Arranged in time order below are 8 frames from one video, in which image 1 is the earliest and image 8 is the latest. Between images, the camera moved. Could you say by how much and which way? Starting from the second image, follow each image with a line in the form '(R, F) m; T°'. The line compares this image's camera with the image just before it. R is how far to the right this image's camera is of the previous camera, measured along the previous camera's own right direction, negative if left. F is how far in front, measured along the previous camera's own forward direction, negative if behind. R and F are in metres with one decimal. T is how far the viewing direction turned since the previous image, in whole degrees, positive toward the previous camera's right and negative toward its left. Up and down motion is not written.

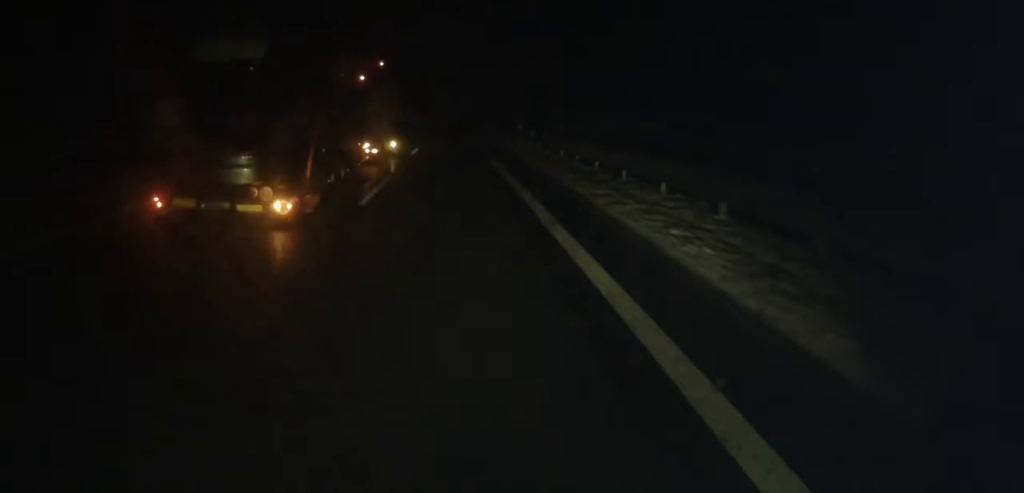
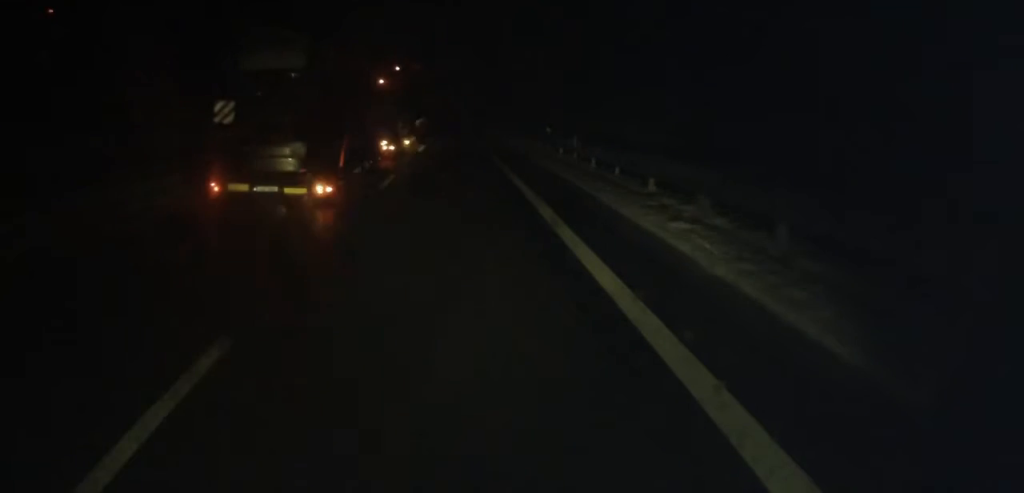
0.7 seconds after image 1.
(-0.1, +14.3) m; -1°
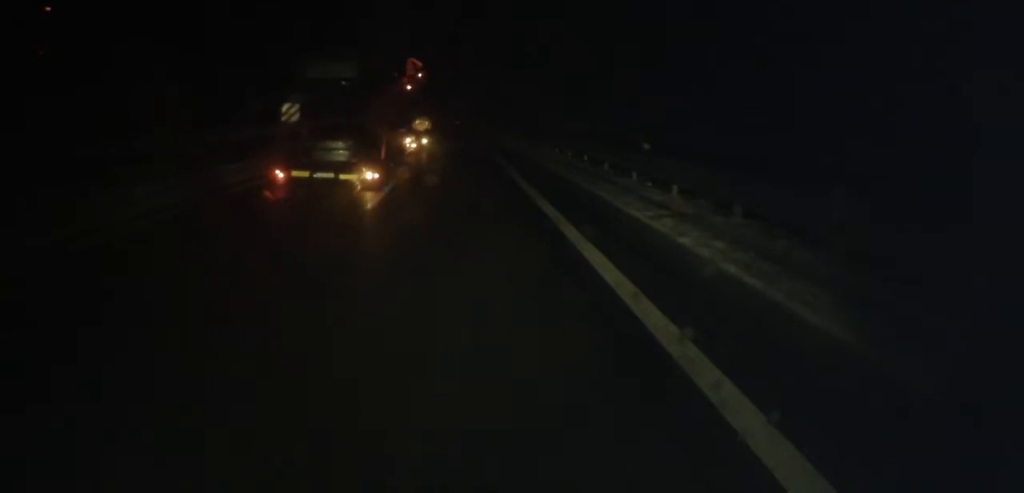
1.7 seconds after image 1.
(-0.3, +21.2) m; -1°
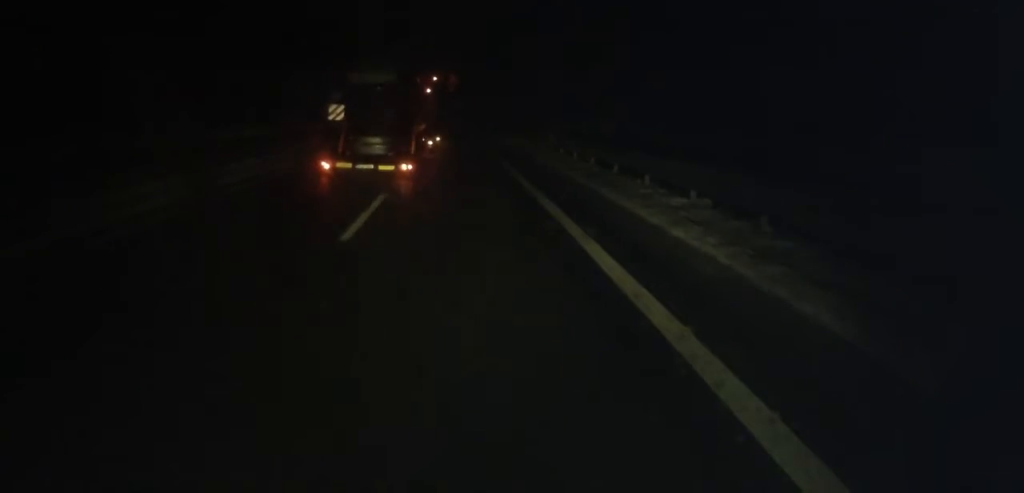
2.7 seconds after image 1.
(0.0, +20.5) m; 0°
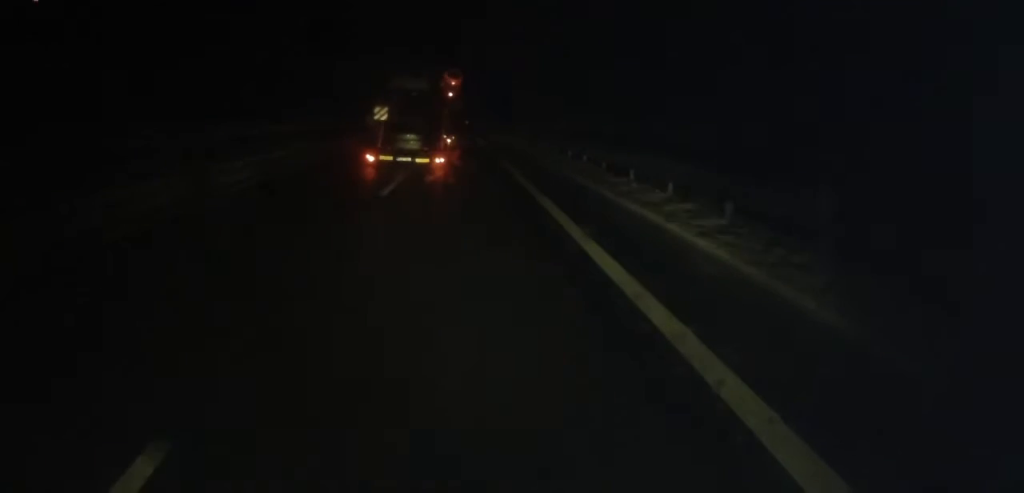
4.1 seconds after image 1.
(-0.1, +29.0) m; -1°
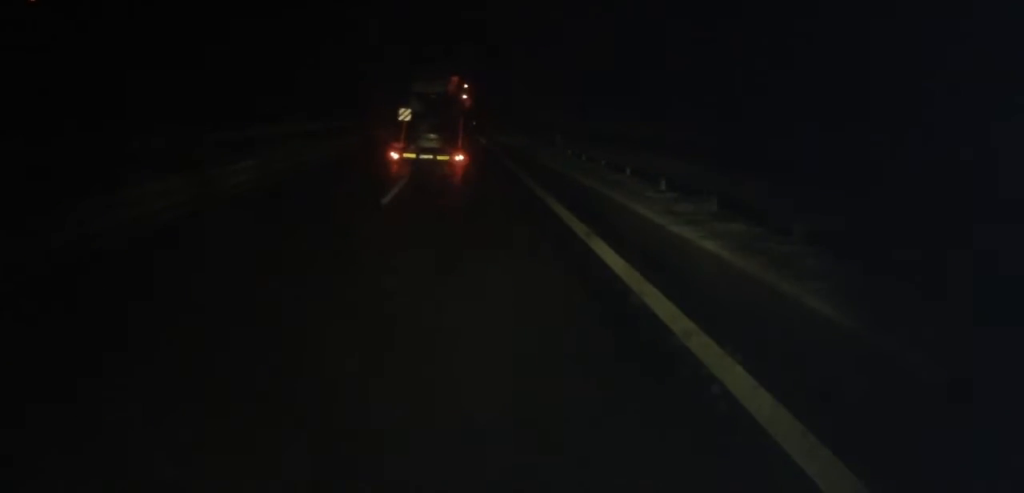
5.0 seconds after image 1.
(-0.1, +18.3) m; 0°
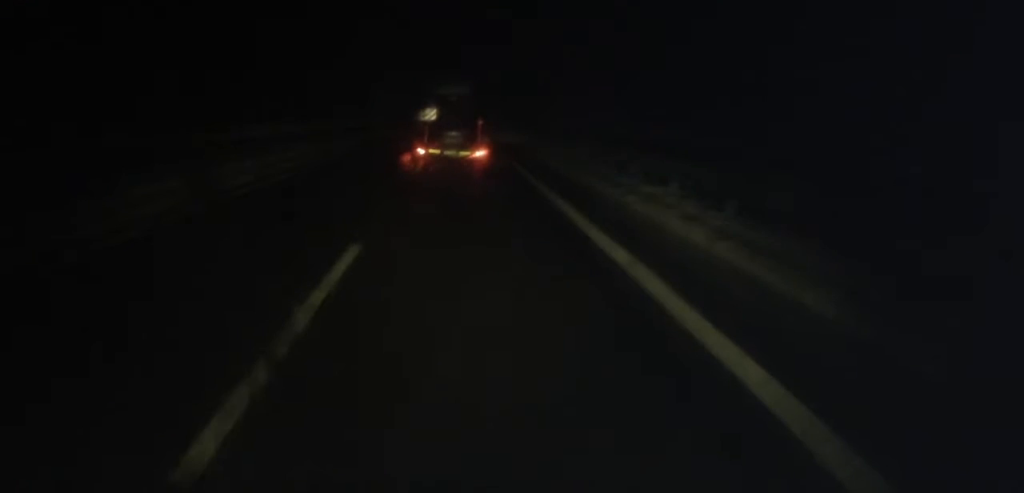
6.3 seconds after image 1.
(0.0, +27.8) m; -1°
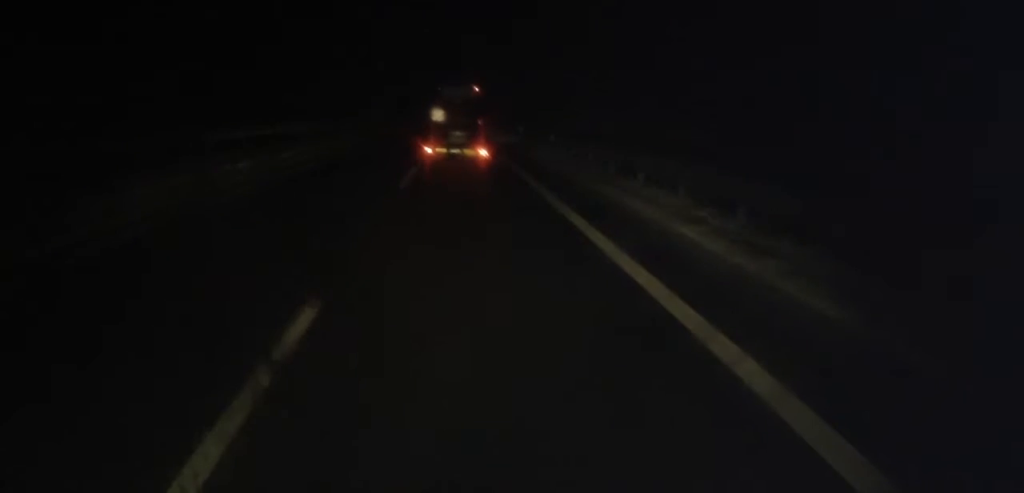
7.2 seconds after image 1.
(-0.5, +20.3) m; 0°
